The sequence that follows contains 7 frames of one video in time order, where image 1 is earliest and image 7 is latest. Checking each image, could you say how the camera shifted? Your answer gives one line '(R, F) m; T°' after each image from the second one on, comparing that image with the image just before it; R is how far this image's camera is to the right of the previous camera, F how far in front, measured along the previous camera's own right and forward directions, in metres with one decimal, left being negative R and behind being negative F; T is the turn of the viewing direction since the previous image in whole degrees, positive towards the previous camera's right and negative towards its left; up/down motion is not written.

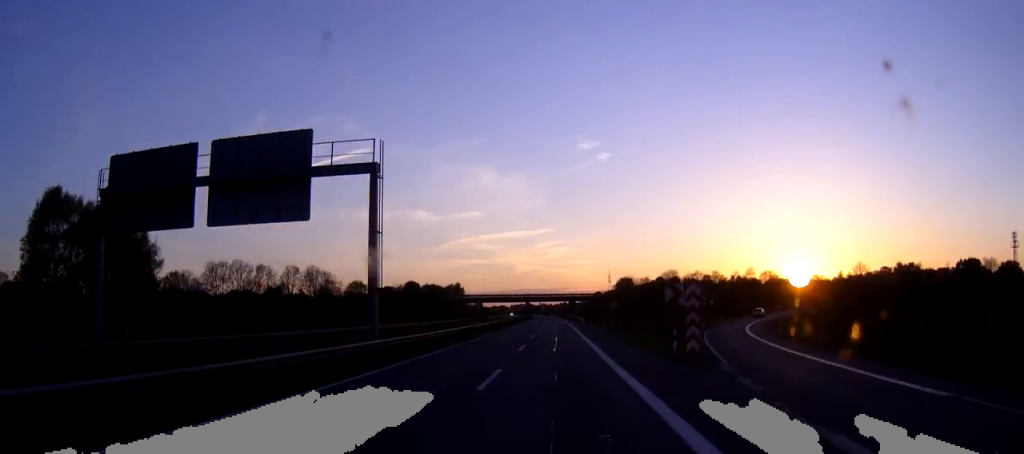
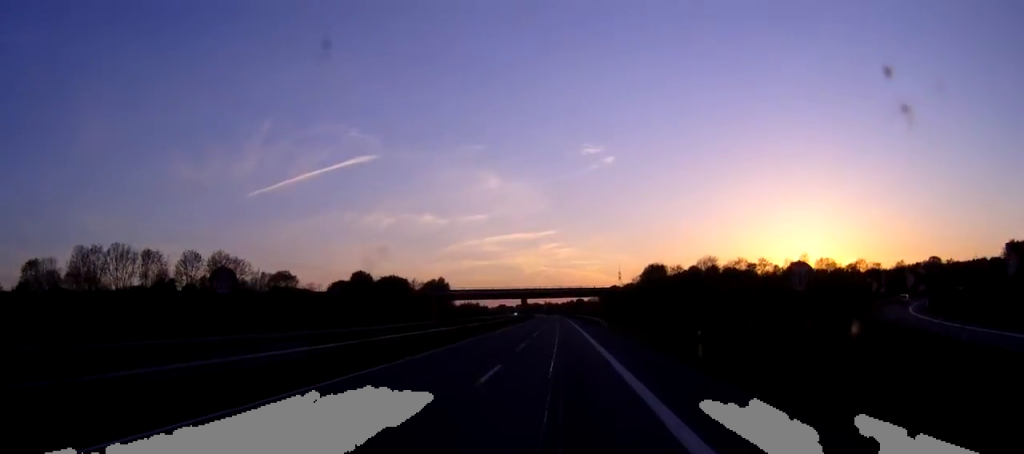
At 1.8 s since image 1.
(-0.2, +53.1) m; -1°
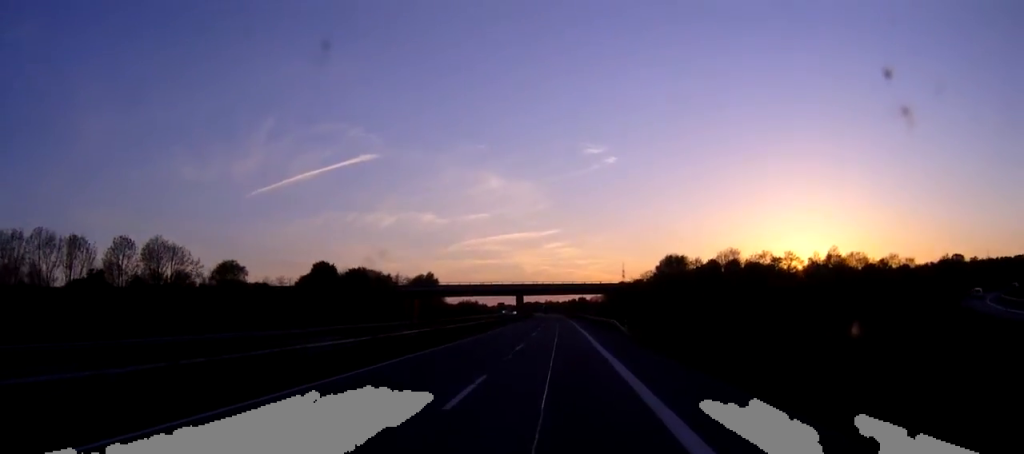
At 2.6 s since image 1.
(-0.1, +22.6) m; 0°
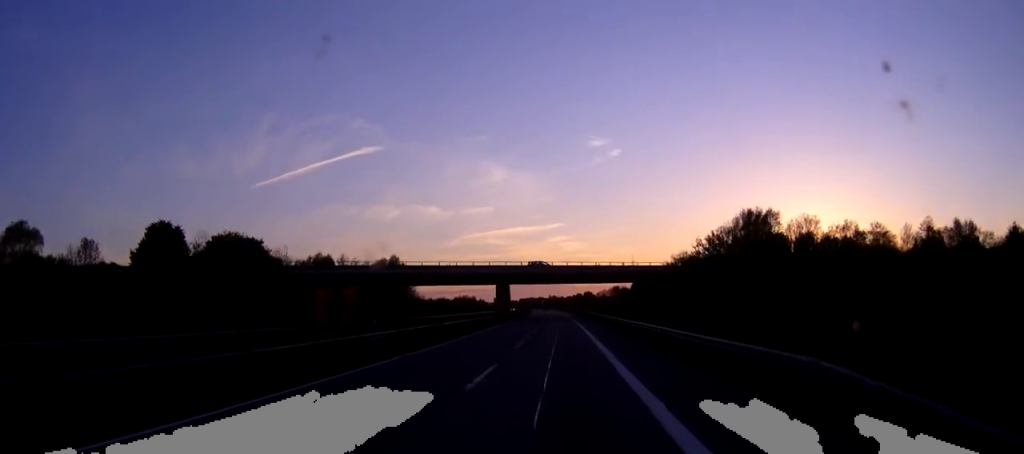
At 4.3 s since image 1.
(0.0, +50.2) m; 0°
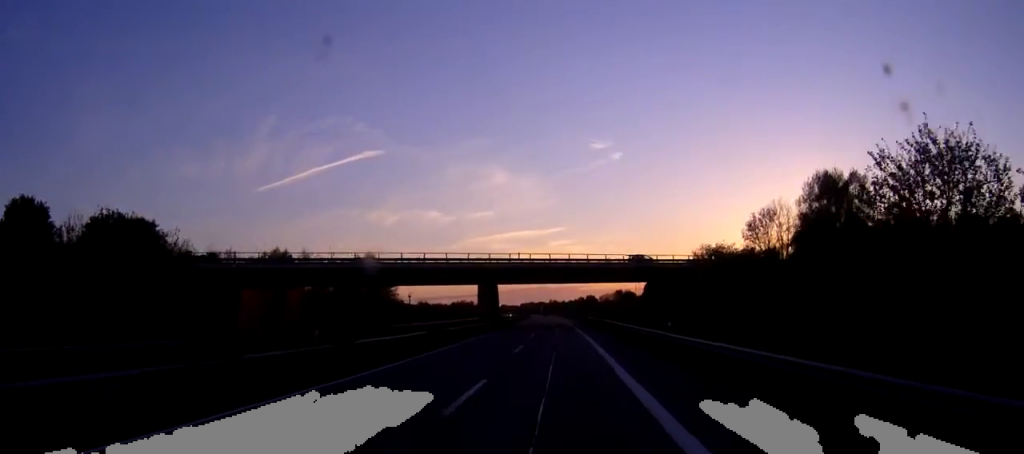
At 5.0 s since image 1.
(0.0, +21.6) m; 0°
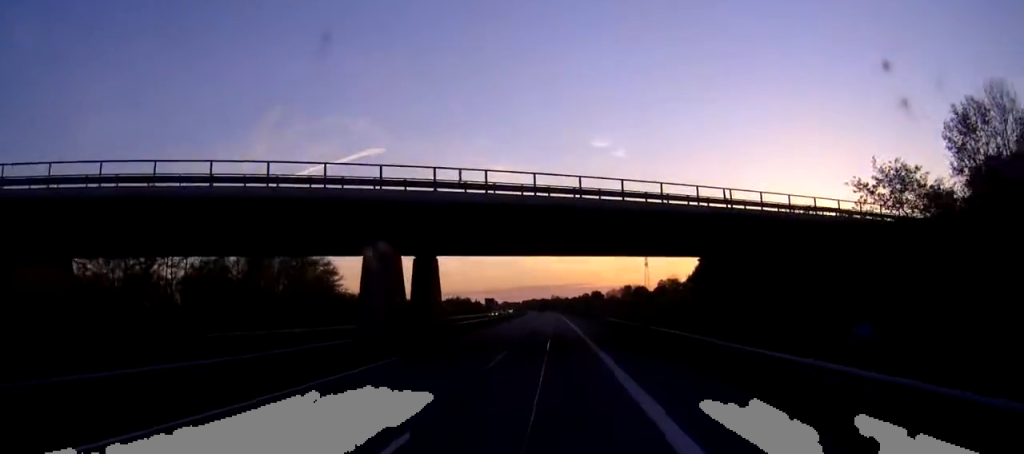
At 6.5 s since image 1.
(-0.1, +43.9) m; 0°
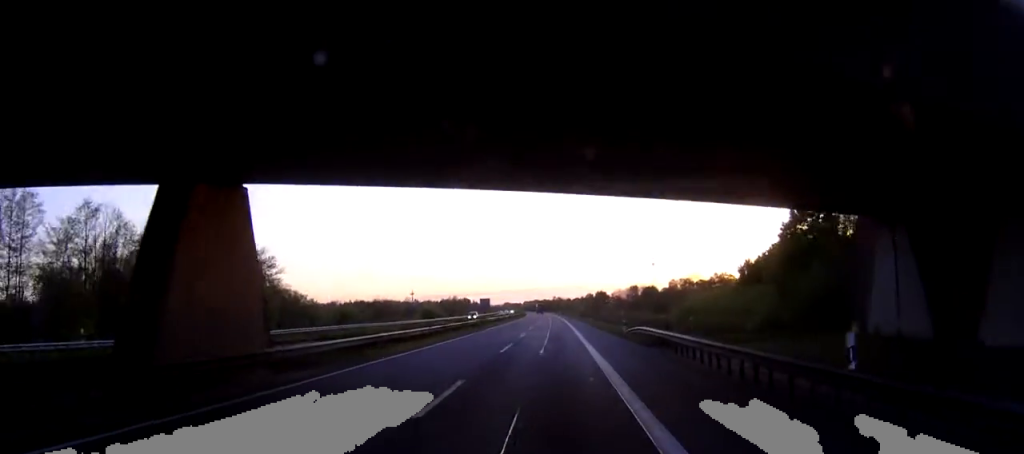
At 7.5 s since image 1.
(0.0, +28.2) m; 0°
